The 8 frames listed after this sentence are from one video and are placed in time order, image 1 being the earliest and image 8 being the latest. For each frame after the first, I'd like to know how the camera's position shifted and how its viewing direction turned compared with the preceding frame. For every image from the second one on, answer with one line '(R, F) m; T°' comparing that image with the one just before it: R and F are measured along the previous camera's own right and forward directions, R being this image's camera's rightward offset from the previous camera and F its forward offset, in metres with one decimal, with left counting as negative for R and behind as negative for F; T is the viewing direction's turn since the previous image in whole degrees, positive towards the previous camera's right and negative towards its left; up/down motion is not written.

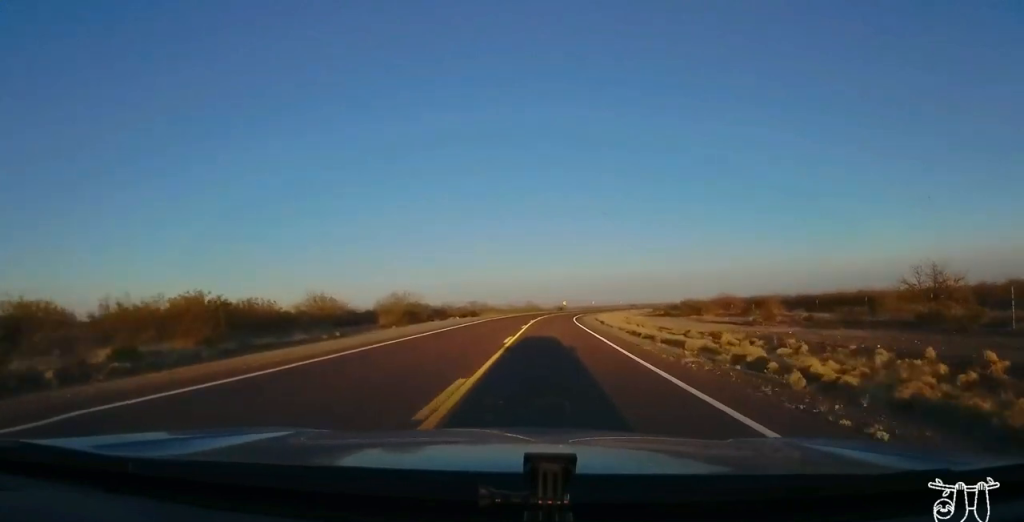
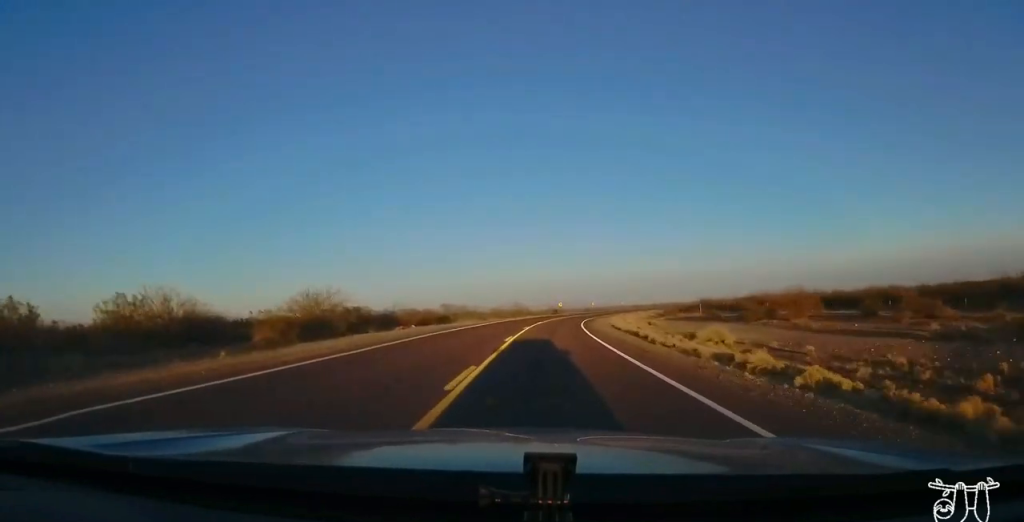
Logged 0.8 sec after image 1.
(0.0, +22.5) m; +1°
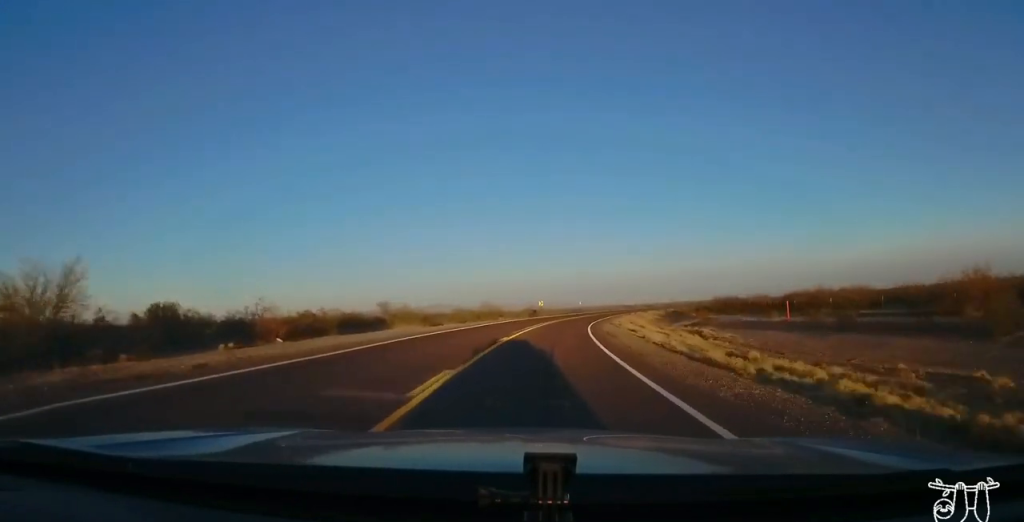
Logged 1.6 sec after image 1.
(+0.2, +25.4) m; +2°
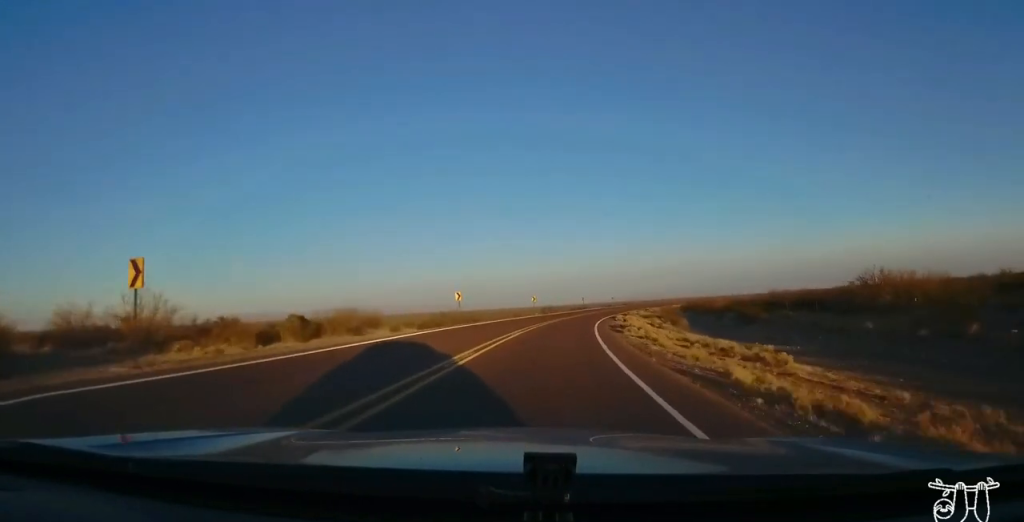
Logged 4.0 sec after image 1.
(+7.1, +70.0) m; +12°
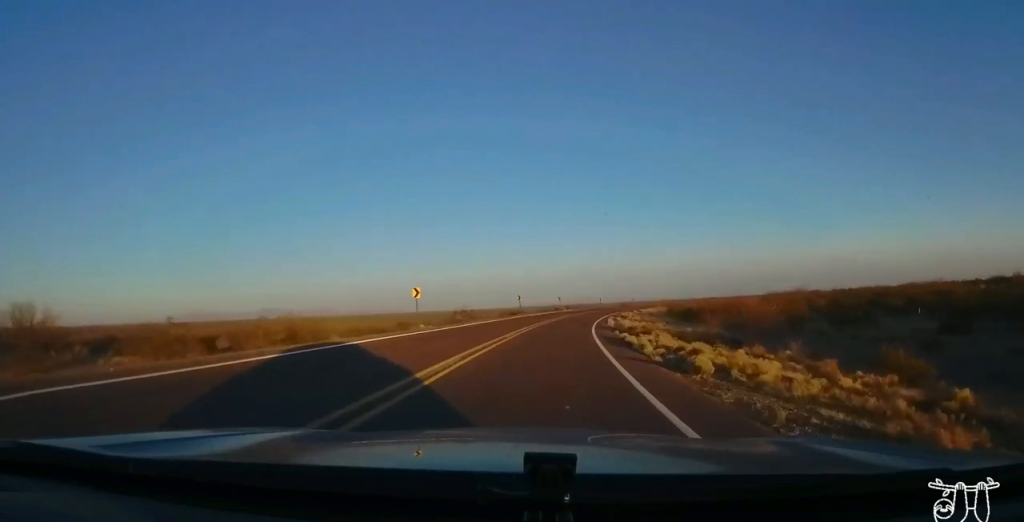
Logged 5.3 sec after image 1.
(+1.5, +38.0) m; +6°
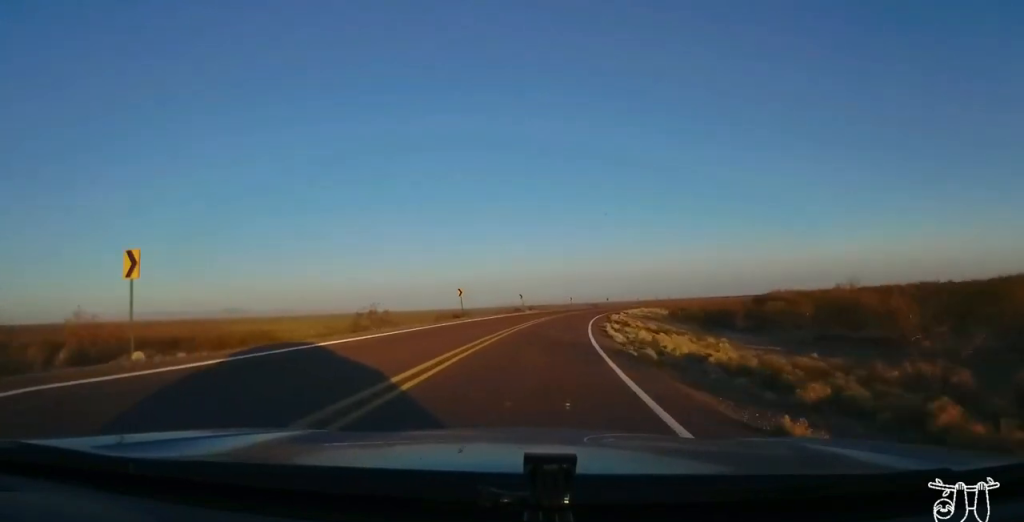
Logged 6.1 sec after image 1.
(+1.0, +21.5) m; +5°
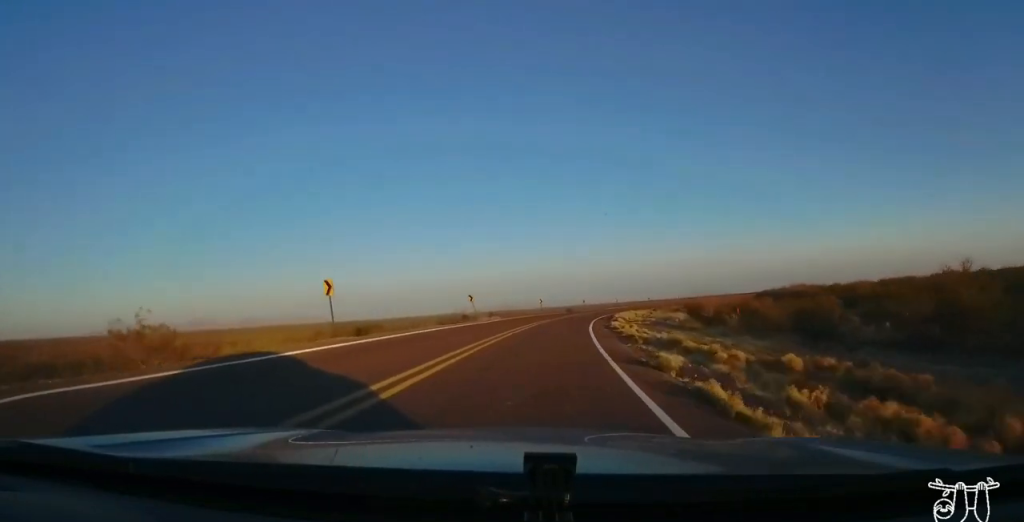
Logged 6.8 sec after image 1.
(+0.9, +21.5) m; +4°
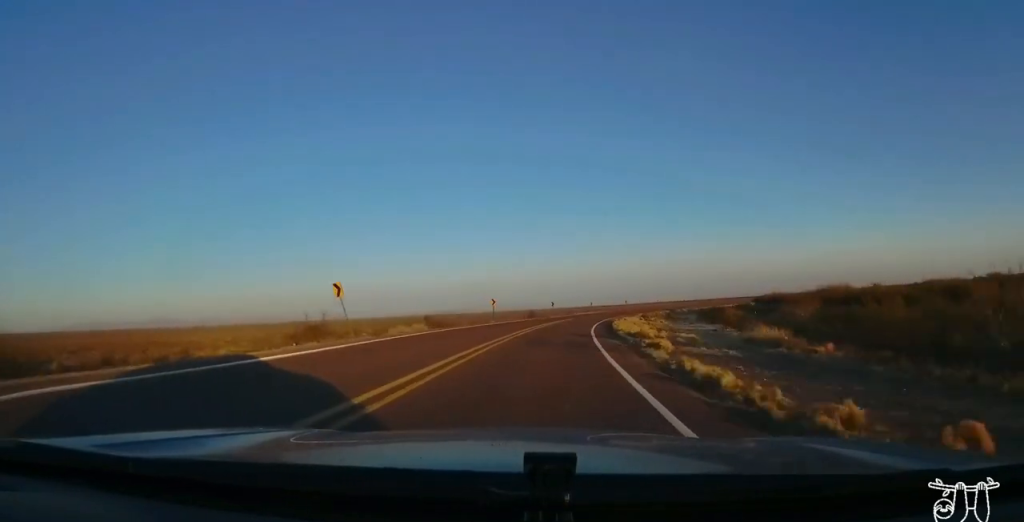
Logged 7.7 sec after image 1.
(+1.0, +25.4) m; +4°
